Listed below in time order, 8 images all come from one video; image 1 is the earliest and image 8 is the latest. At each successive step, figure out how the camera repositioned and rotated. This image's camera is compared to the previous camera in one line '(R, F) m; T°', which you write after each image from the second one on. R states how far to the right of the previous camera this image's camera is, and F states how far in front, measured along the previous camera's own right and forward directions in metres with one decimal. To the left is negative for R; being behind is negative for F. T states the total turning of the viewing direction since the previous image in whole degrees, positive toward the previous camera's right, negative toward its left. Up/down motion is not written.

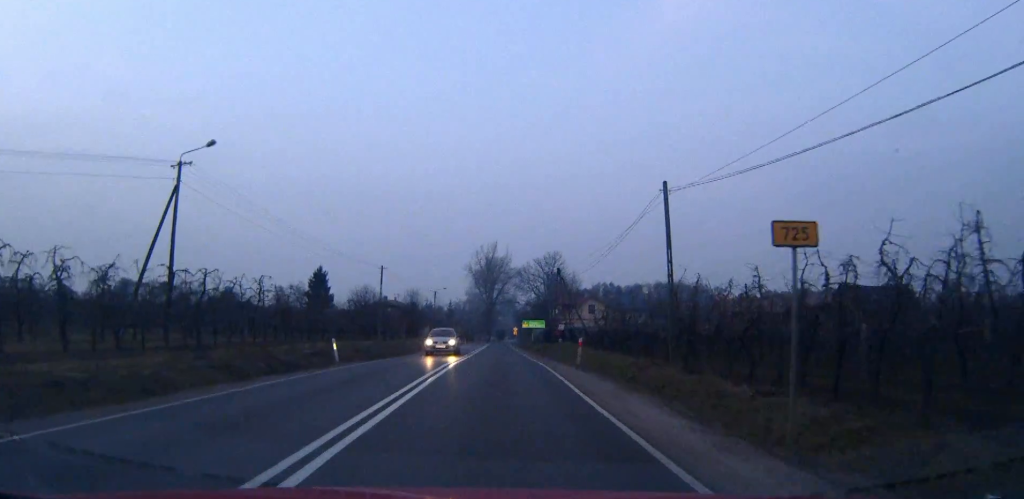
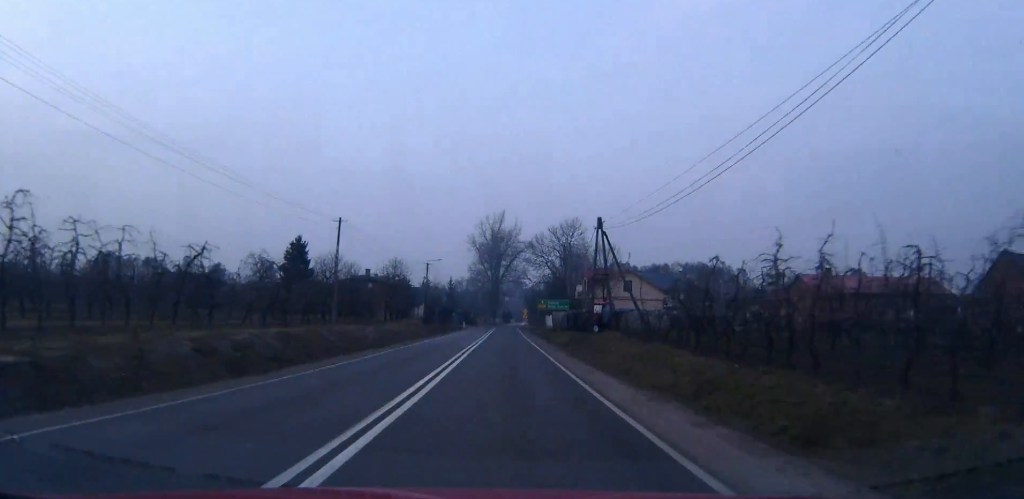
(-0.2, +24.0) m; -1°
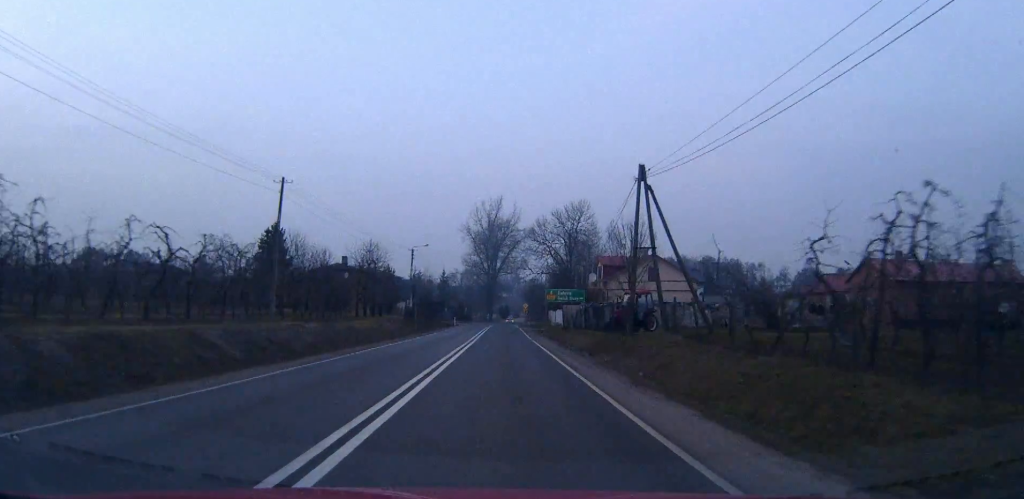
(0.0, +14.6) m; 0°
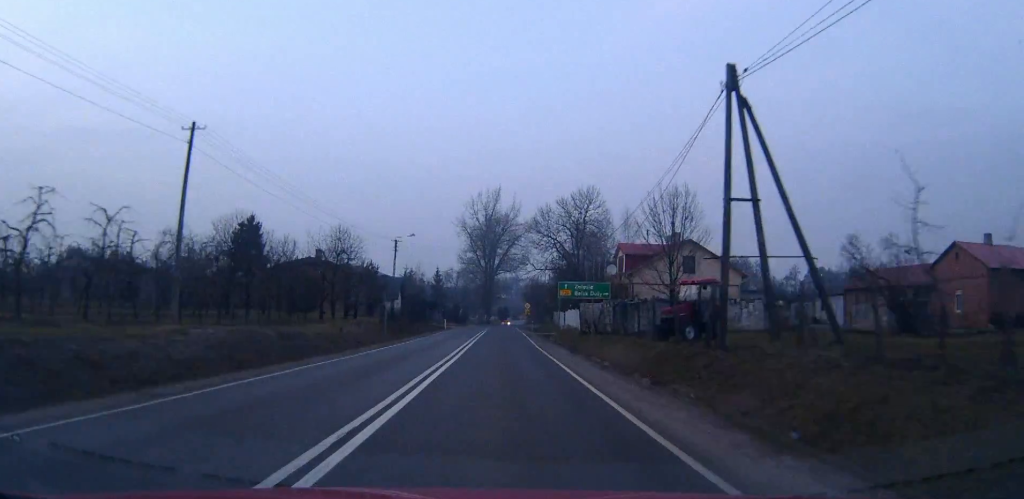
(0.0, +12.9) m; 0°
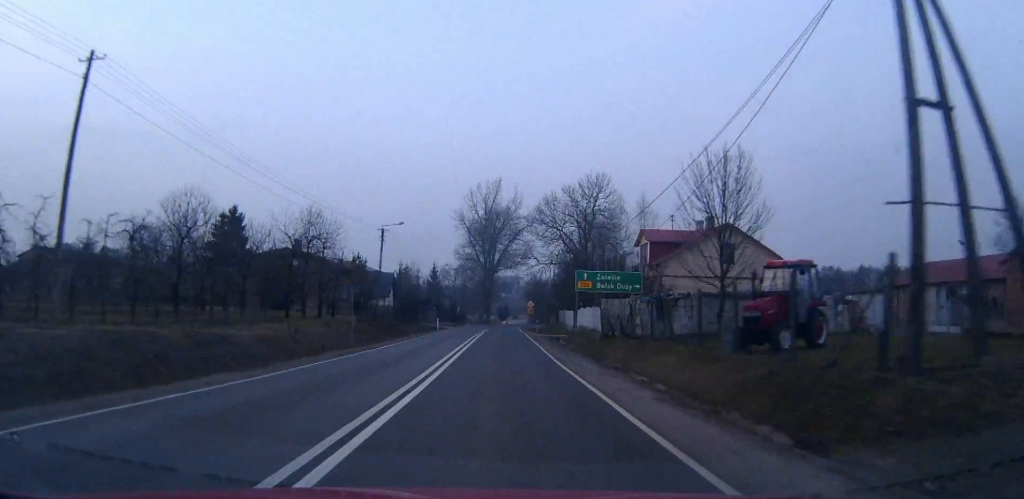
(0.0, +8.9) m; 0°
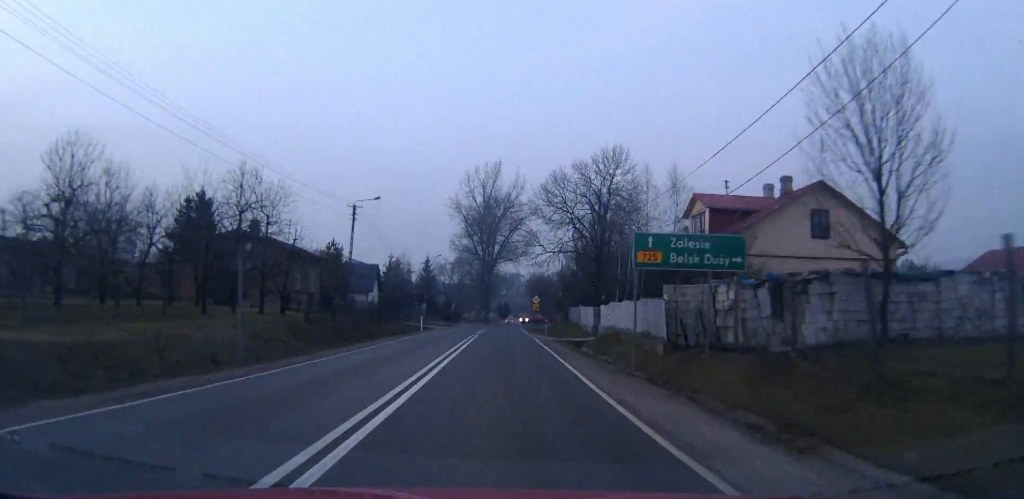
(0.0, +13.4) m; 0°
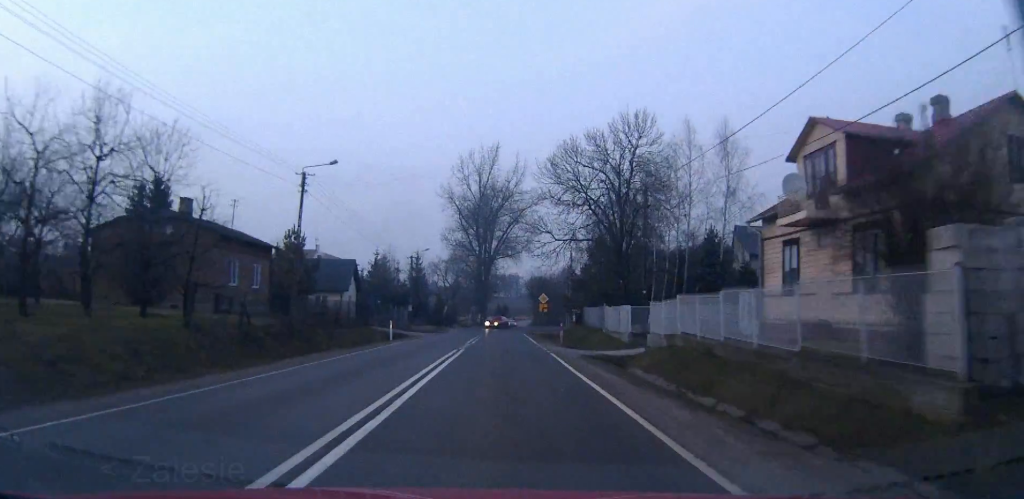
(0.0, +14.2) m; 0°
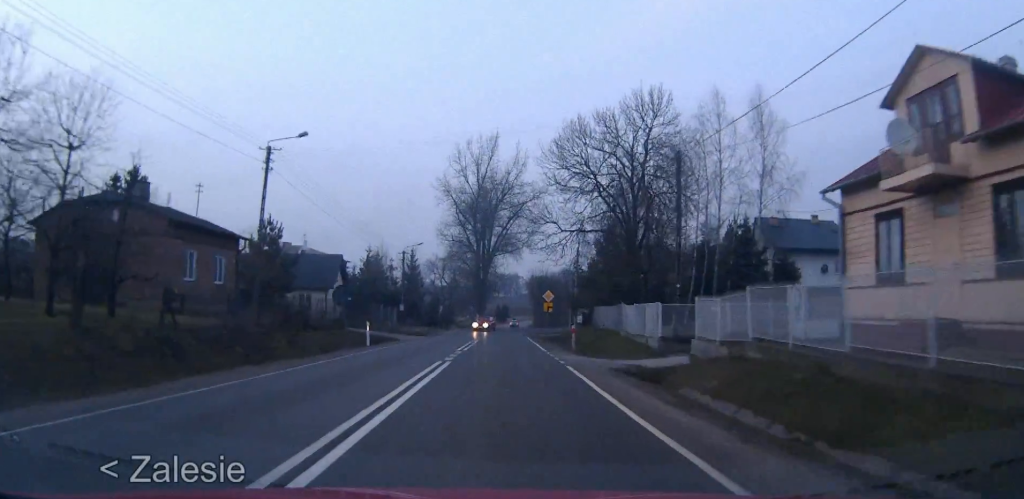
(0.0, +6.6) m; 0°
